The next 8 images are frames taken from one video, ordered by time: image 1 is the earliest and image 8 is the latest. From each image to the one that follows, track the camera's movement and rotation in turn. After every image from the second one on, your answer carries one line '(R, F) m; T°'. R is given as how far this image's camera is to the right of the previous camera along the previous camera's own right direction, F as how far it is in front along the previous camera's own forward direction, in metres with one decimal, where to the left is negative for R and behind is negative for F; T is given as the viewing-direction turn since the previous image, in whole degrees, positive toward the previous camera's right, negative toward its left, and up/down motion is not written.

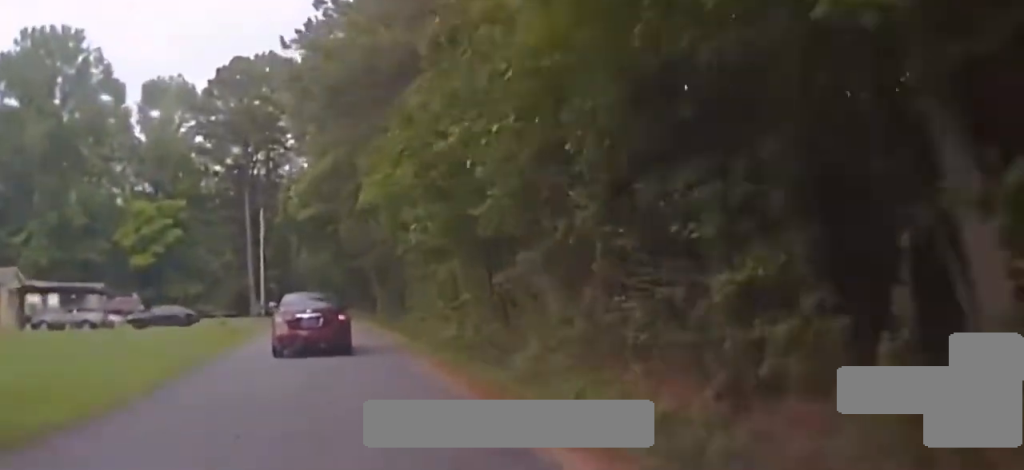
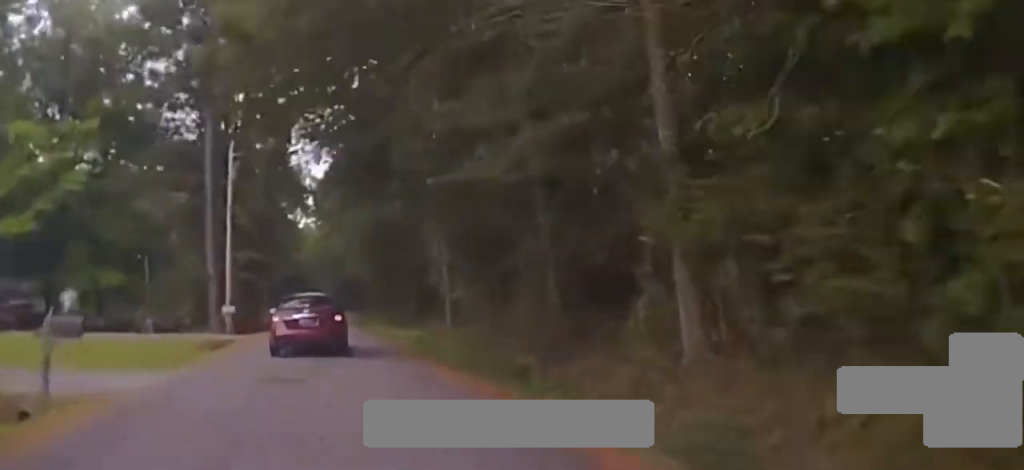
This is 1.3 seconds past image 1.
(-0.1, +35.6) m; -1°
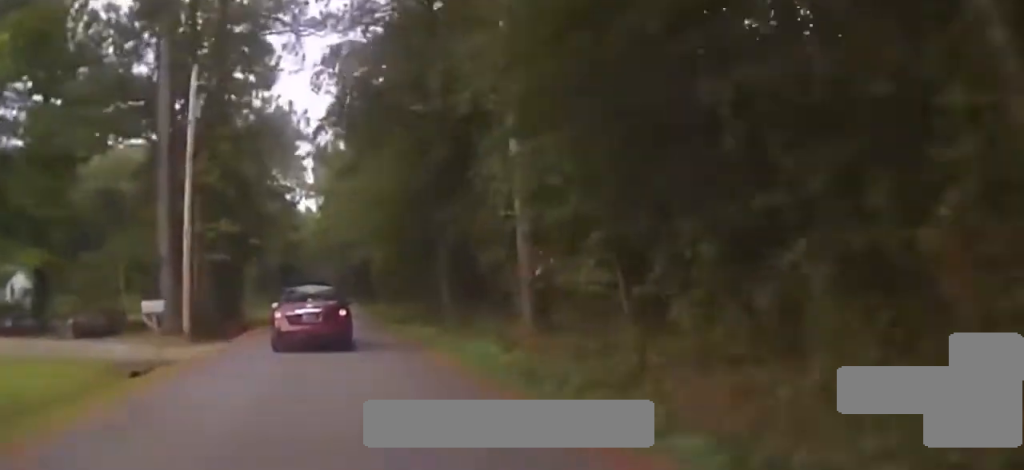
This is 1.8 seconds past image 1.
(-0.1, +13.3) m; -1°
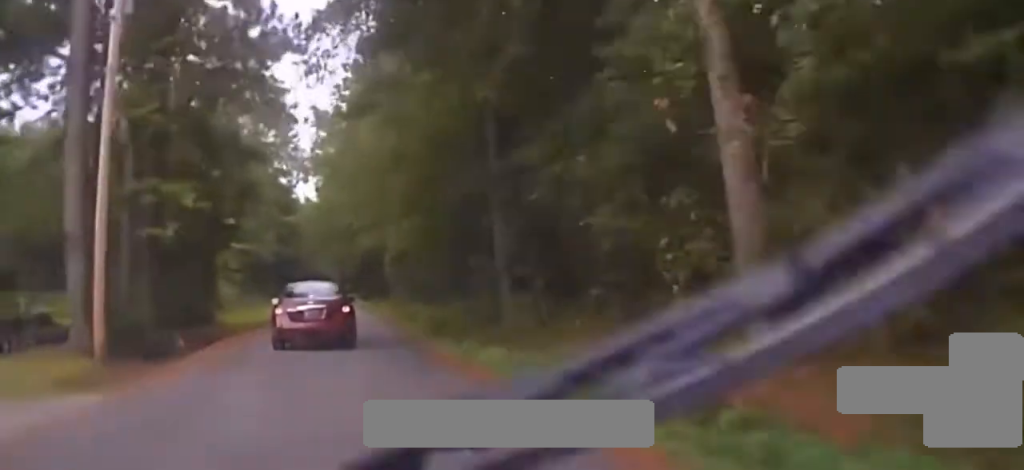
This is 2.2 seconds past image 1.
(0.0, +10.7) m; -1°
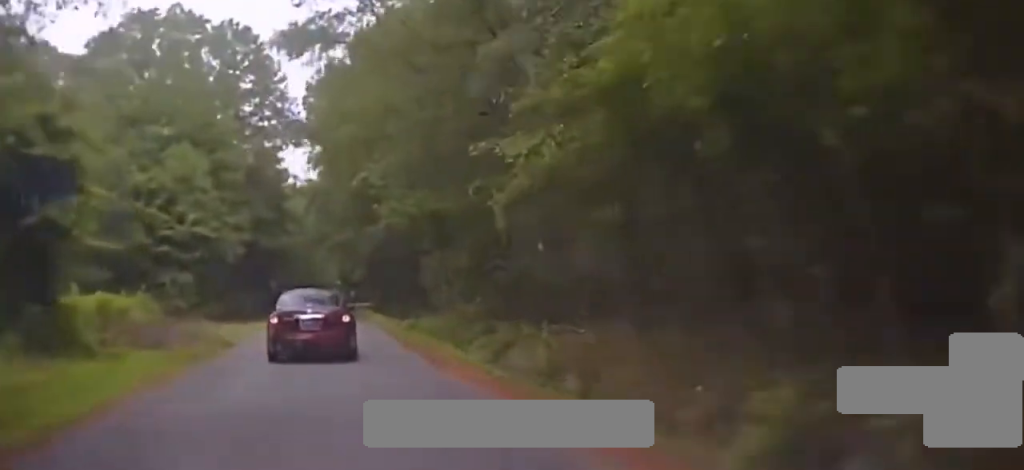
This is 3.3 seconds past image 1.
(-0.3, +25.9) m; -1°
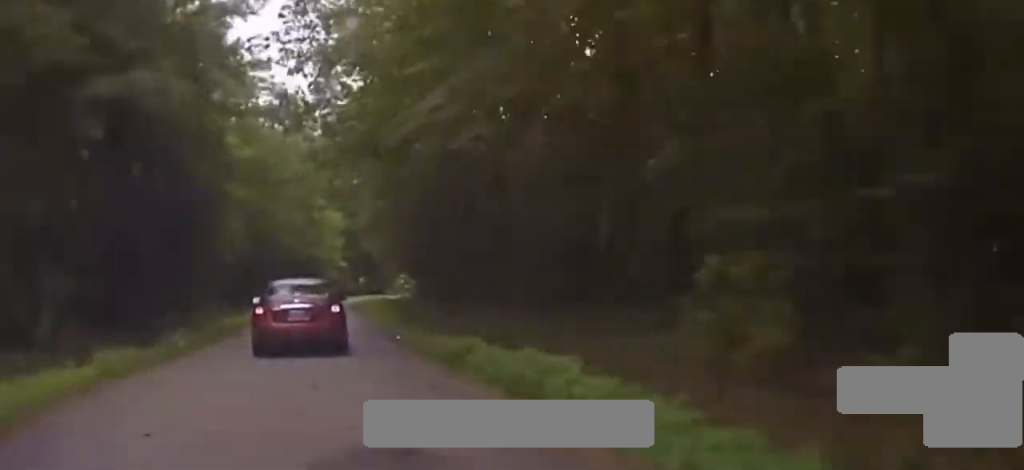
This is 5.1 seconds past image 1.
(-0.1, +47.2) m; +1°
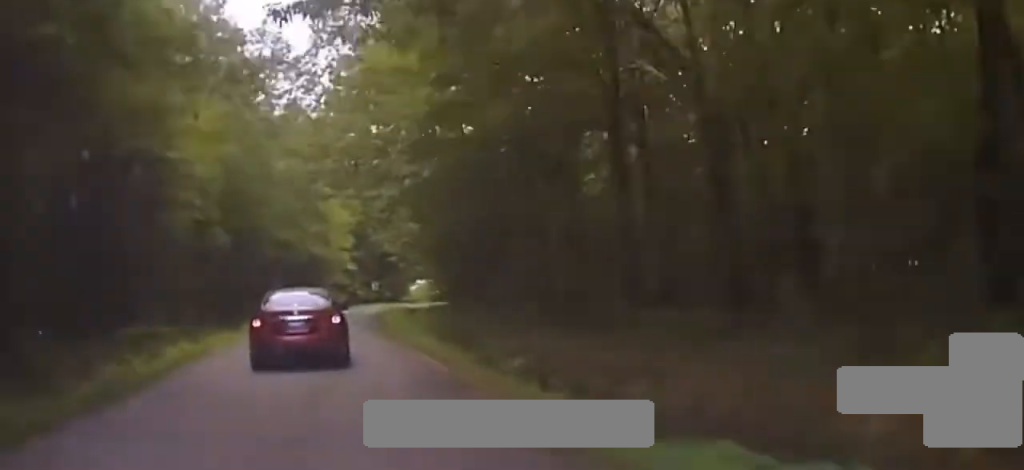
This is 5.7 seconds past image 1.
(+0.2, +14.8) m; +1°
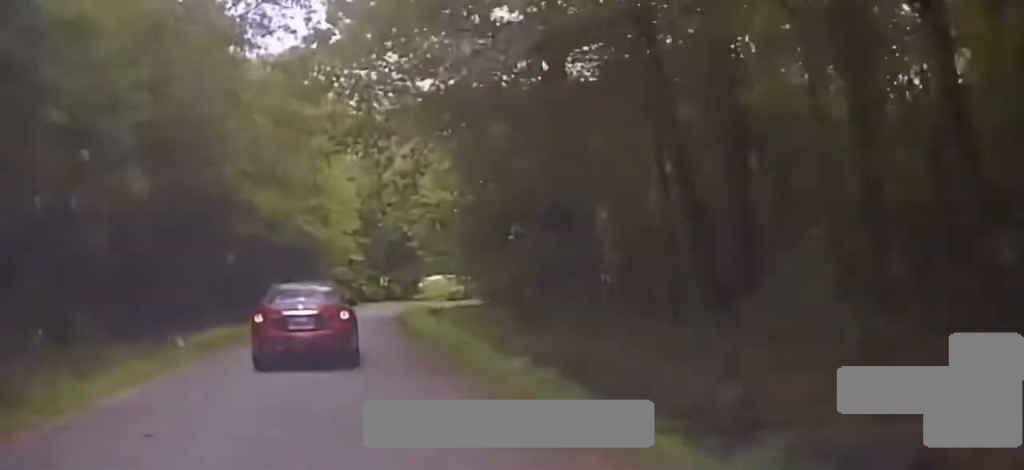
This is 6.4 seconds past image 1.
(-0.1, +17.8) m; 0°
